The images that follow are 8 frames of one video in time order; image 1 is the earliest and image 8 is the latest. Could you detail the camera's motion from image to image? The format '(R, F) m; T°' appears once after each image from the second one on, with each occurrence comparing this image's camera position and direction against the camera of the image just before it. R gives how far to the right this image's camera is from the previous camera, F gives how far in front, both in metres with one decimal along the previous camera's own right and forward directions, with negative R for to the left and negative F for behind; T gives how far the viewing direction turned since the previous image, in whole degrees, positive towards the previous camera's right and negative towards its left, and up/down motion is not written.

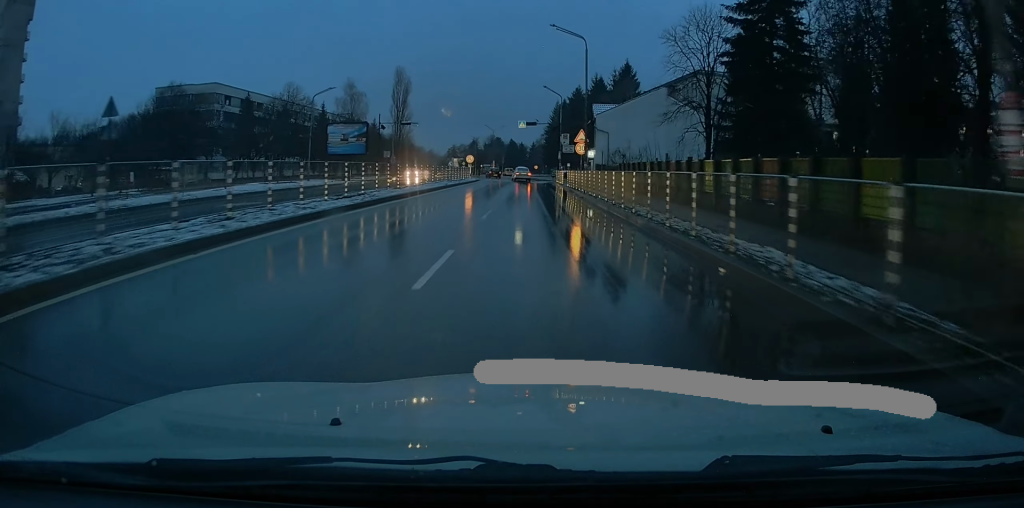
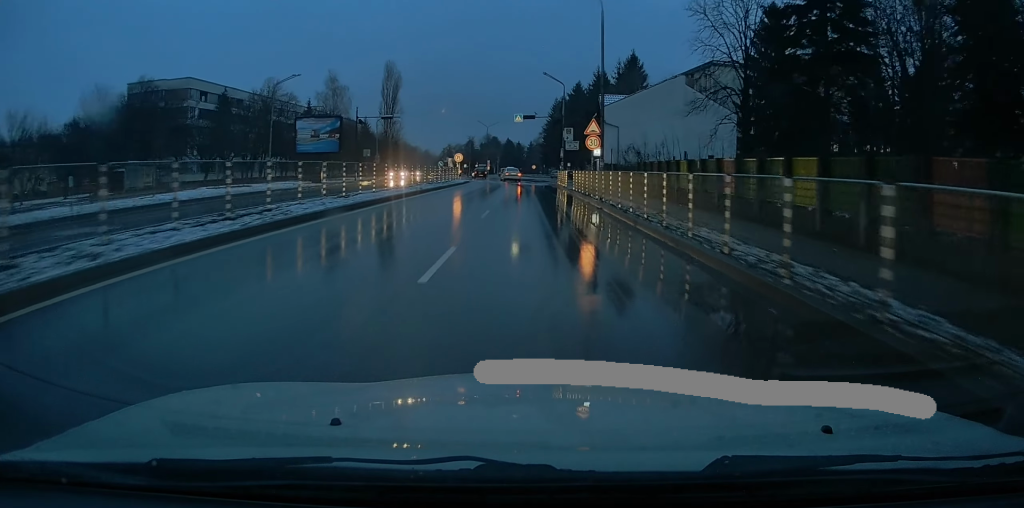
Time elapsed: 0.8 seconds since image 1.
(0.0, +8.3) m; 0°
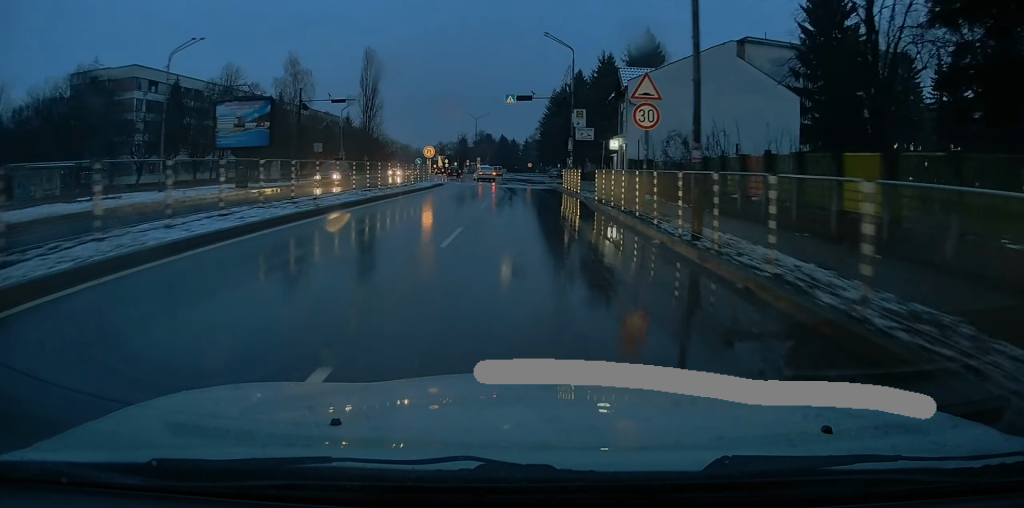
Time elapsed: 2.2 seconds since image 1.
(-0.1, +14.7) m; -1°
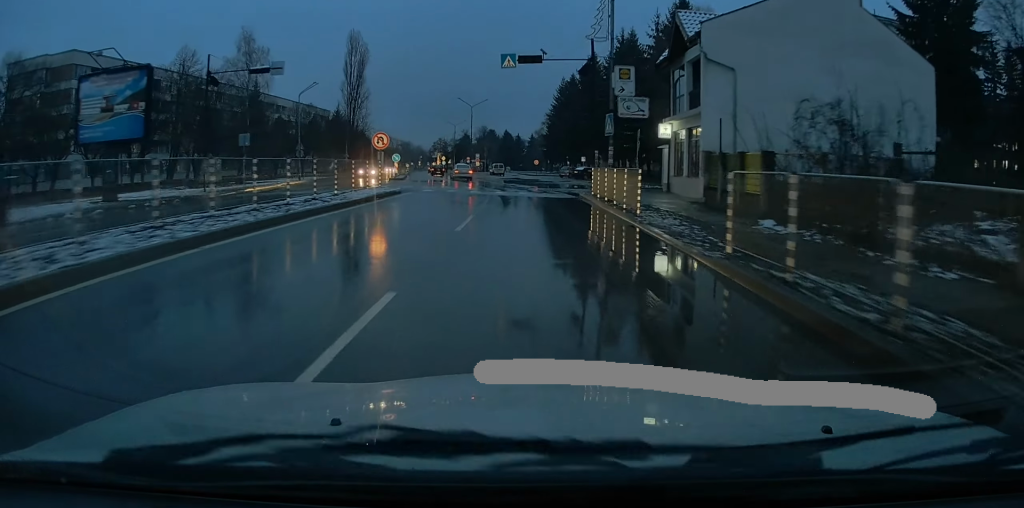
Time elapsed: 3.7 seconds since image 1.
(-0.4, +15.1) m; -2°
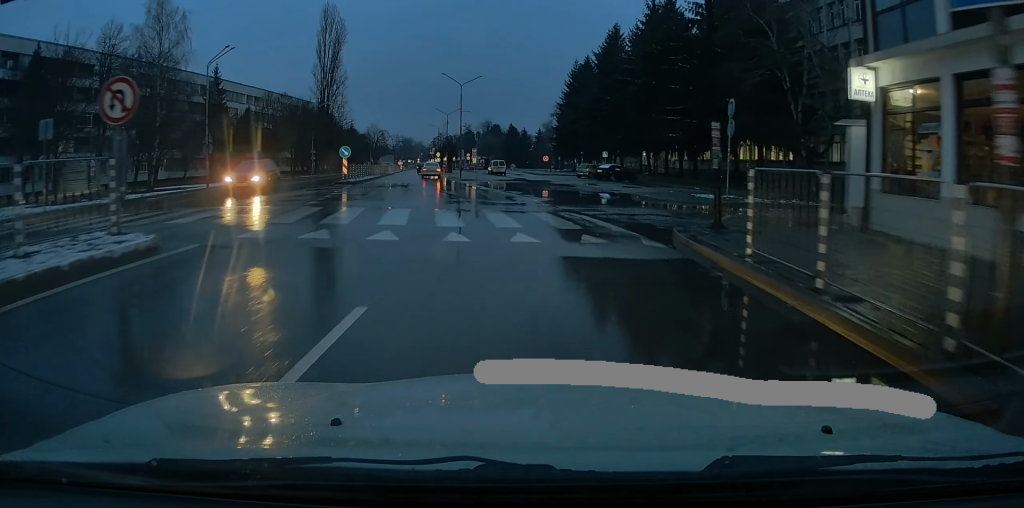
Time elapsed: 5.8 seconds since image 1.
(+0.9, +18.2) m; +3°
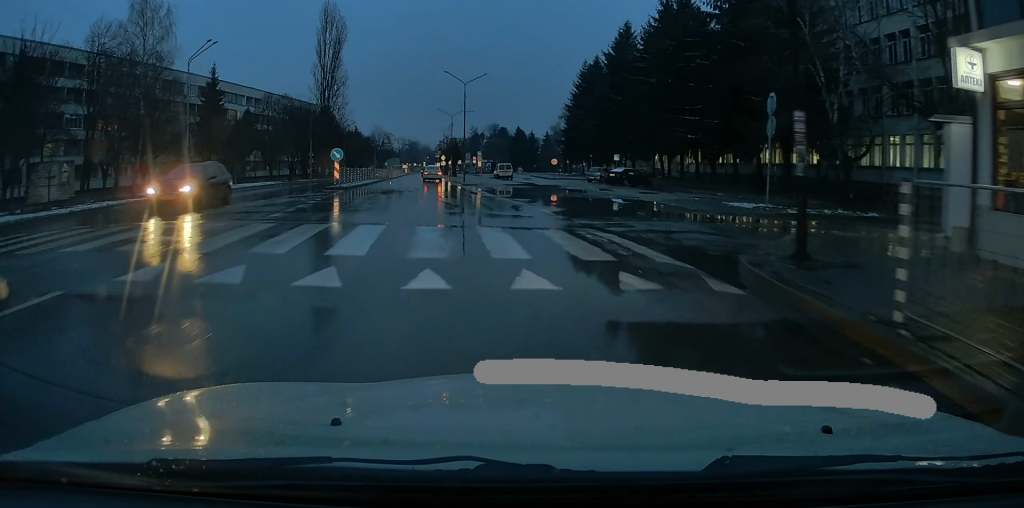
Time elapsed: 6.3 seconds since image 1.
(0.0, +3.4) m; -3°
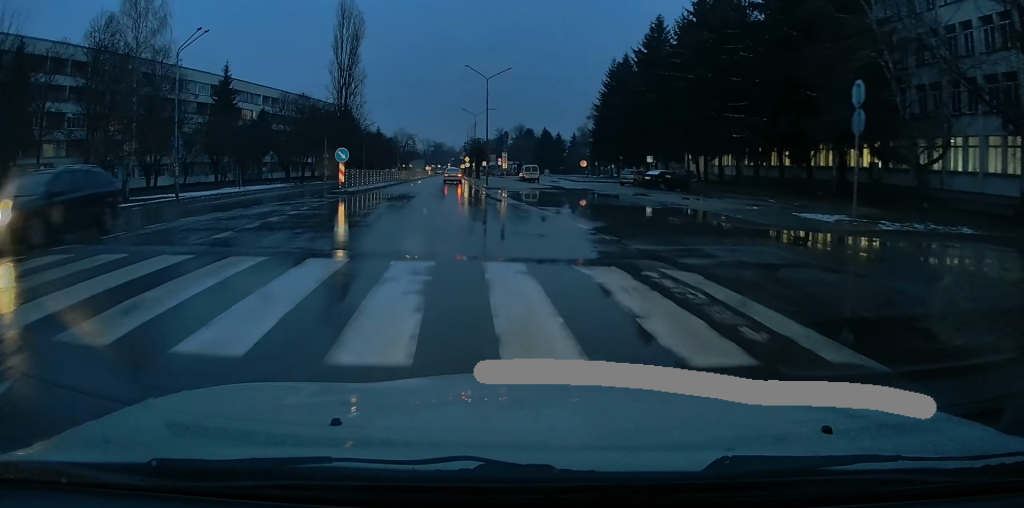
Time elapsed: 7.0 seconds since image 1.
(-0.1, +4.2) m; -3°
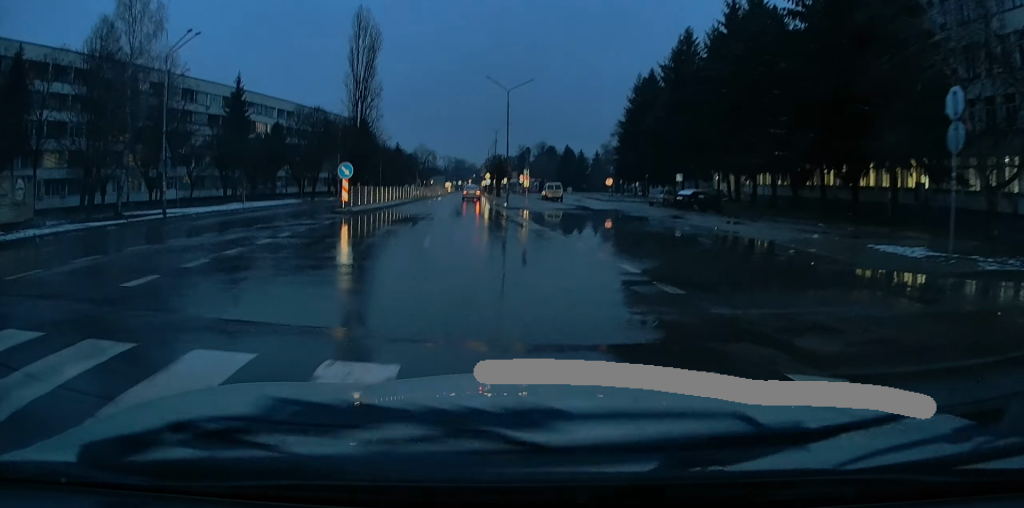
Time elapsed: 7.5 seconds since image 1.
(-0.2, +3.3) m; -2°
